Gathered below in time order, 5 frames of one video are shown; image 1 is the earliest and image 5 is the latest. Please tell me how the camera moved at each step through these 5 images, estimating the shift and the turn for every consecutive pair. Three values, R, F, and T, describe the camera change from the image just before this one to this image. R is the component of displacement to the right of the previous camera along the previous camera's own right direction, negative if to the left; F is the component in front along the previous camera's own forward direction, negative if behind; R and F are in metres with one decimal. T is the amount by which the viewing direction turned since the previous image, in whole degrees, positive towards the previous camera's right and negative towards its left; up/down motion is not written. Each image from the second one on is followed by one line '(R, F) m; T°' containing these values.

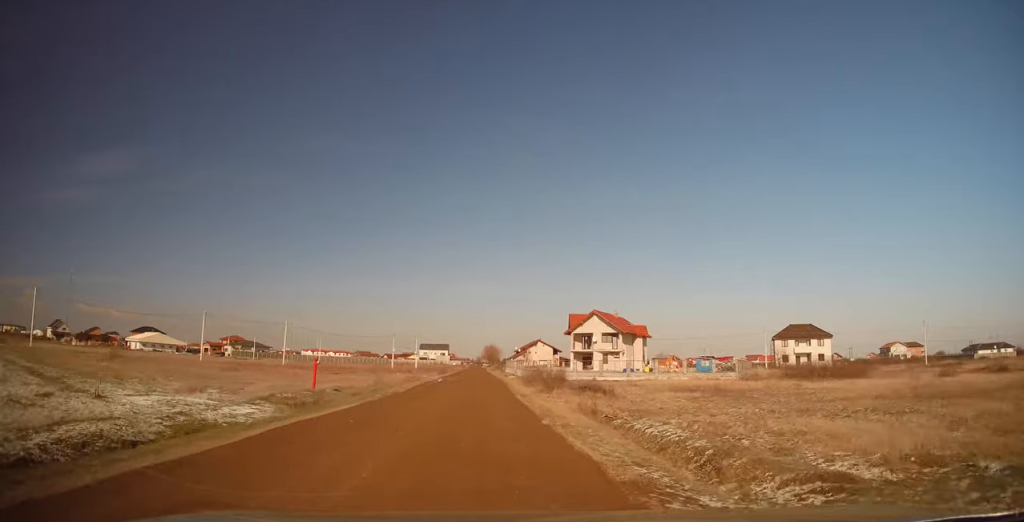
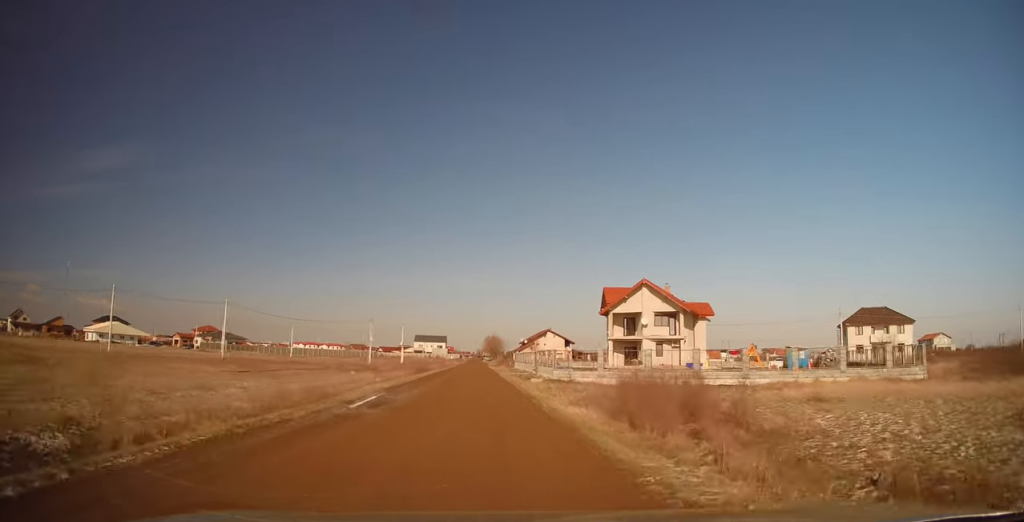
(+0.2, +24.8) m; +2°
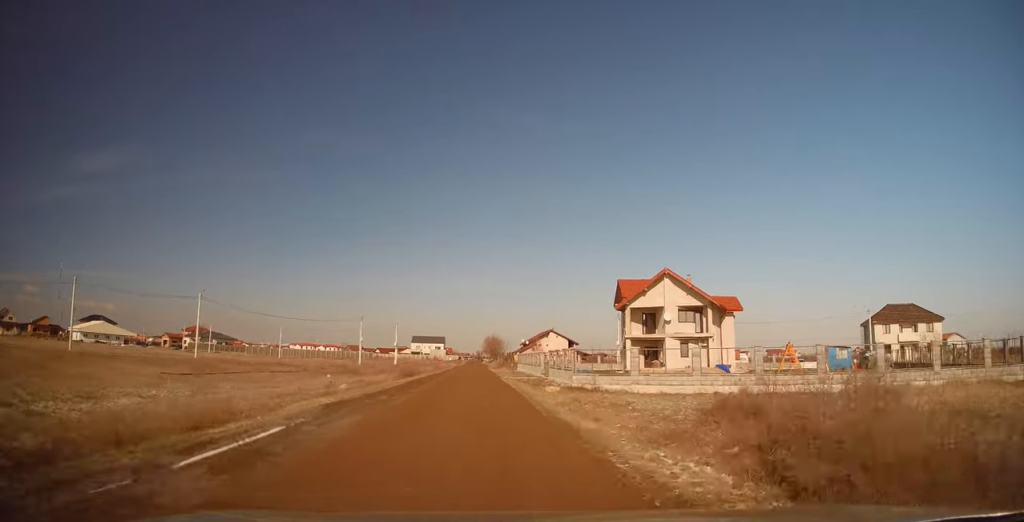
(+0.1, +7.4) m; 0°
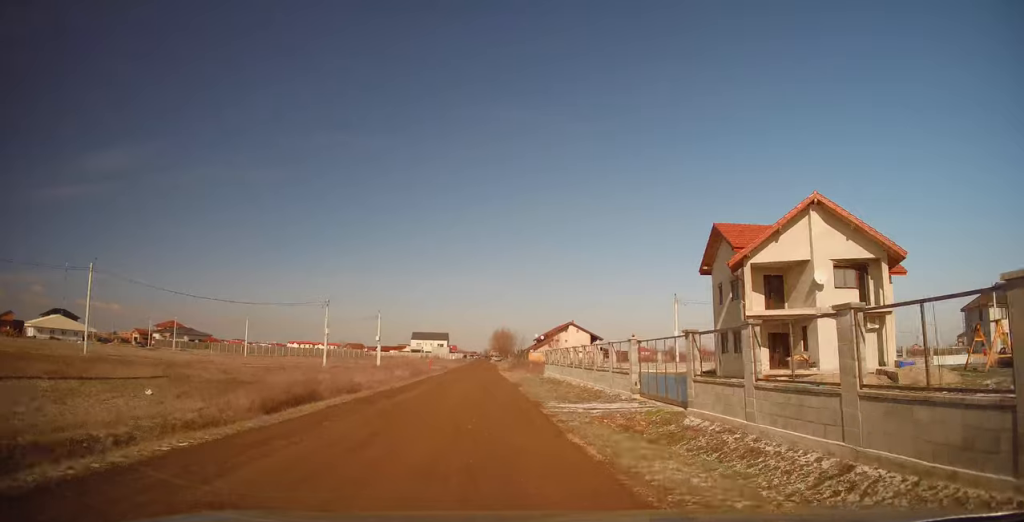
(-0.4, +22.6) m; -1°
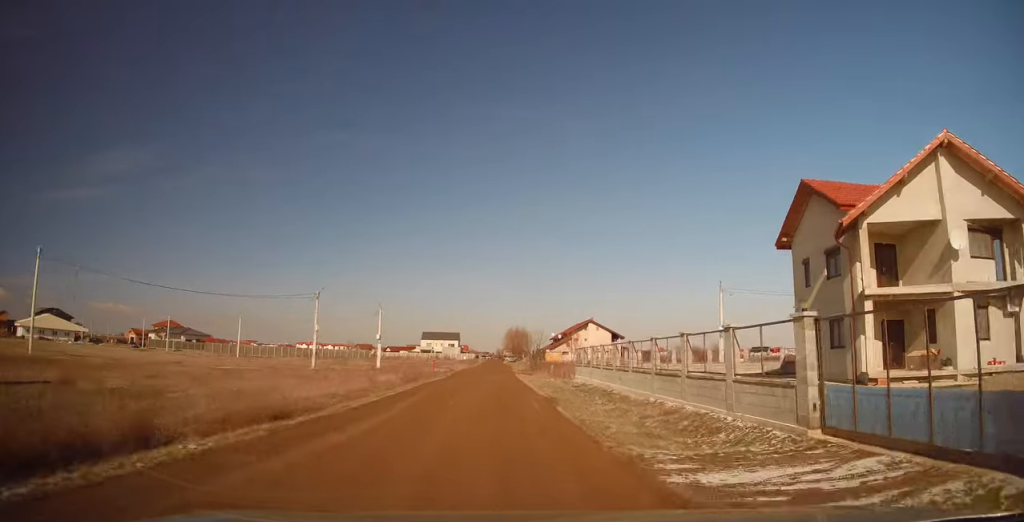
(+0.2, +9.1) m; 0°
